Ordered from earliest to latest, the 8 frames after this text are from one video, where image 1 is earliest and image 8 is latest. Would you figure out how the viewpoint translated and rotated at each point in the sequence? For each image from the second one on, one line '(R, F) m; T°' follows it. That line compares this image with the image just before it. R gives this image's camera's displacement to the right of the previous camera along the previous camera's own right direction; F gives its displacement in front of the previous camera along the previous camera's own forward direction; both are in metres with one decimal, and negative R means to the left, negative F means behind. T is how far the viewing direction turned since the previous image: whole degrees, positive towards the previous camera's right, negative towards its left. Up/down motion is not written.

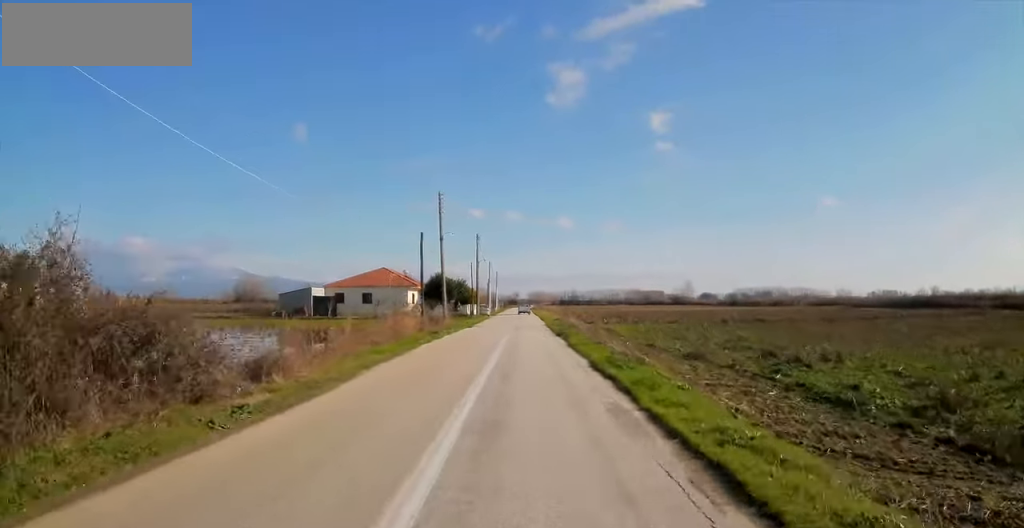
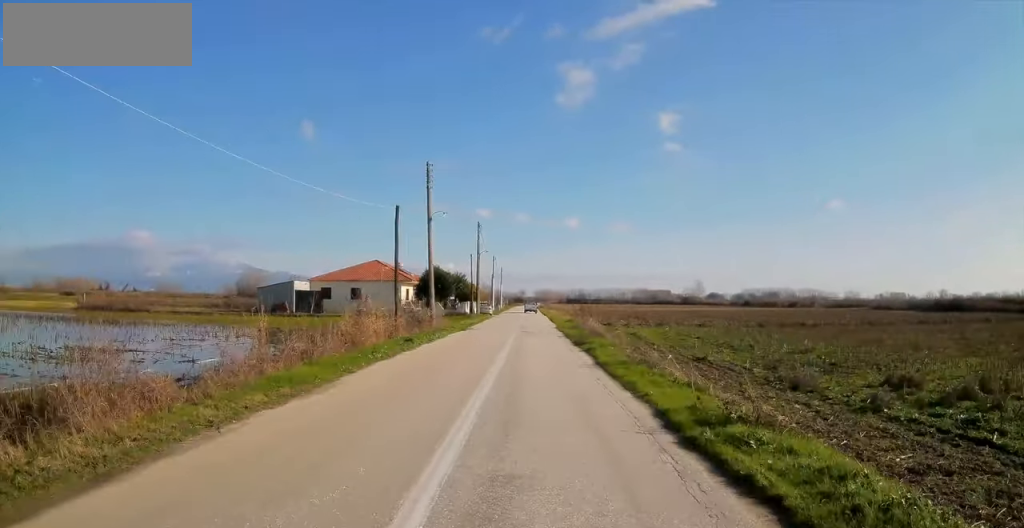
(+0.1, +8.0) m; +1°
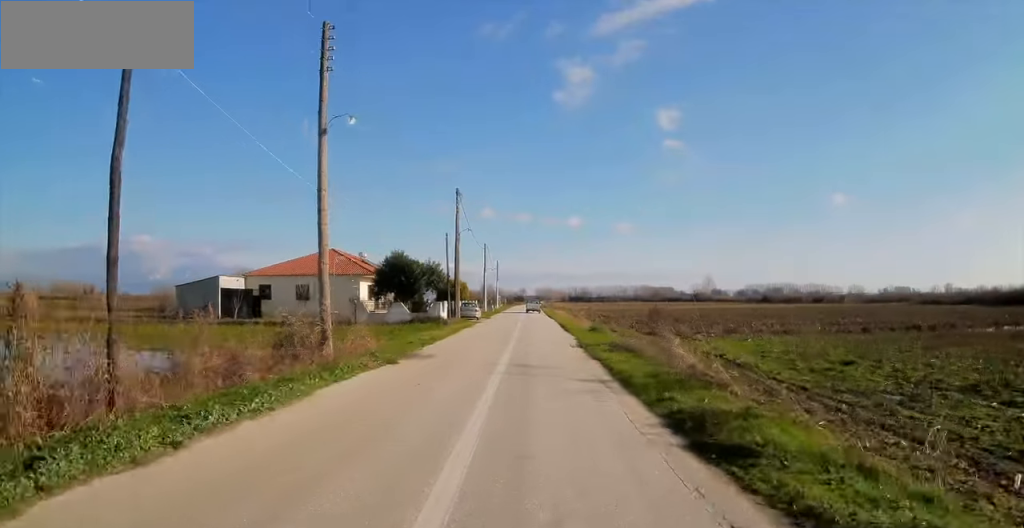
(+0.3, +17.7) m; -1°
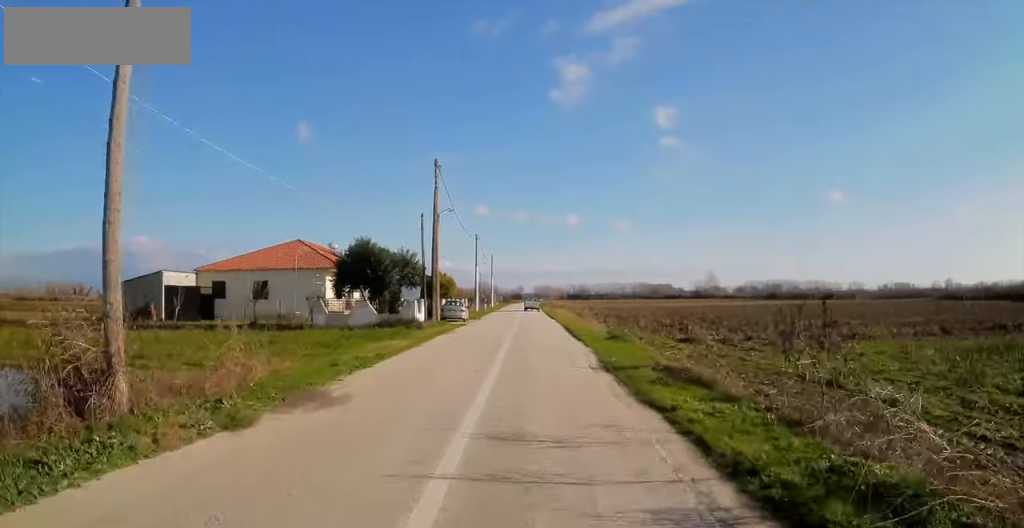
(-0.3, +8.4) m; 0°
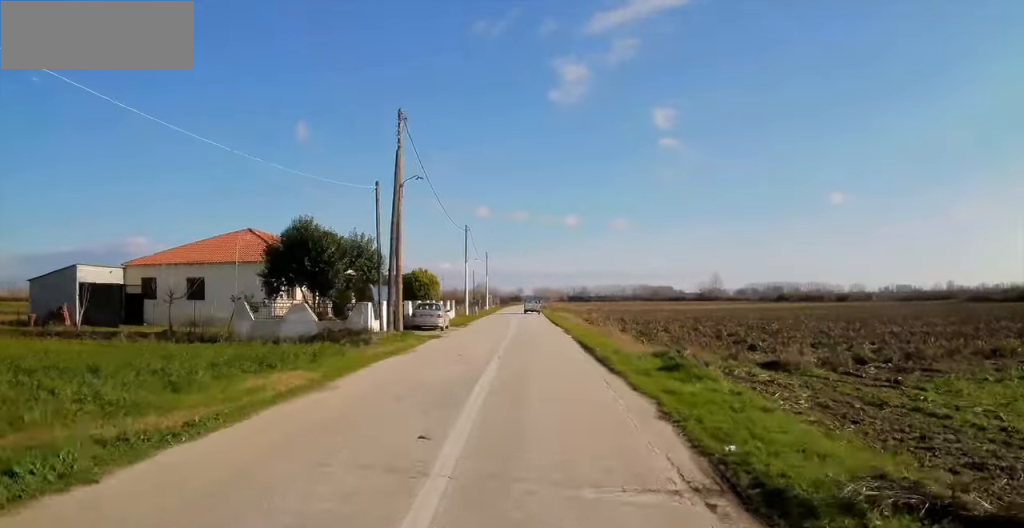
(+0.2, +9.4) m; +2°
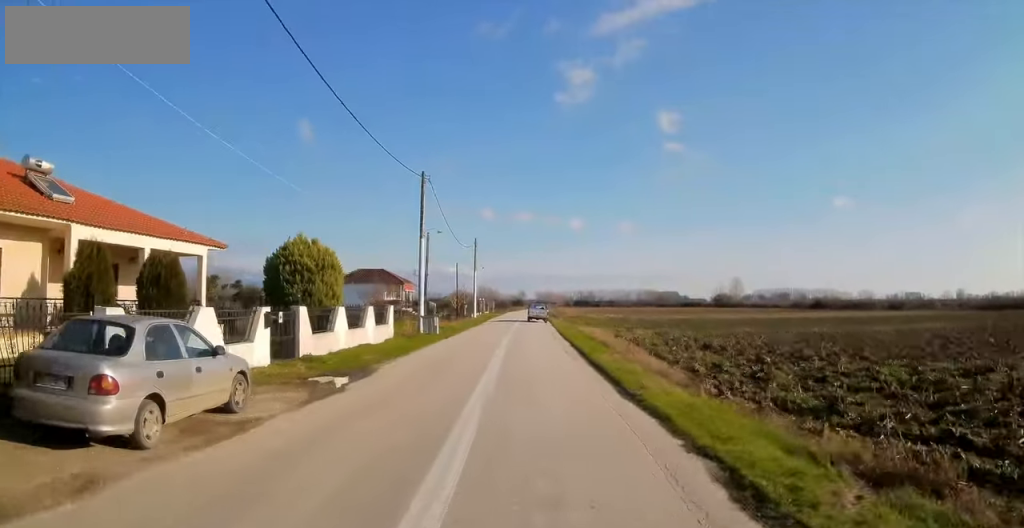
(+0.4, +23.8) m; 0°
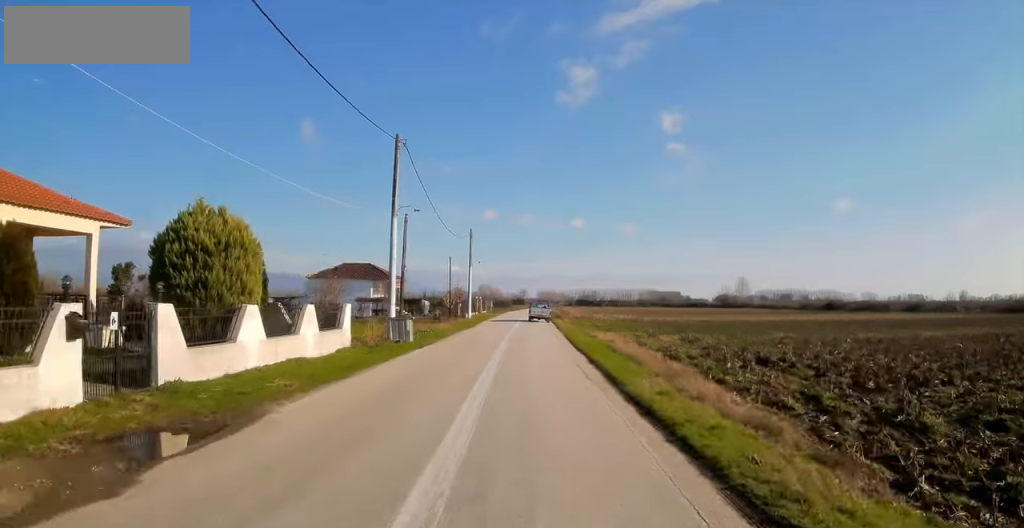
(-0.1, +6.7) m; -1°
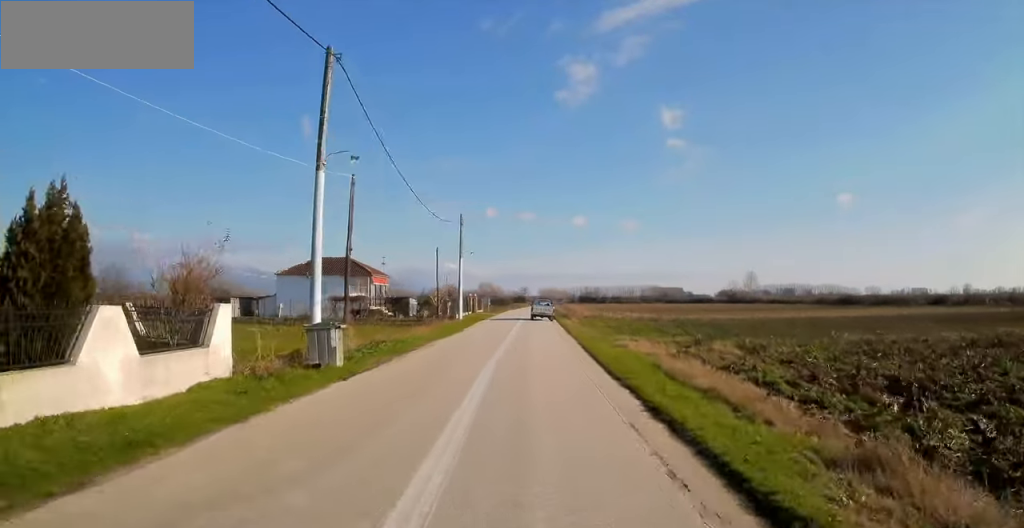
(-0.1, +8.6) m; -1°
